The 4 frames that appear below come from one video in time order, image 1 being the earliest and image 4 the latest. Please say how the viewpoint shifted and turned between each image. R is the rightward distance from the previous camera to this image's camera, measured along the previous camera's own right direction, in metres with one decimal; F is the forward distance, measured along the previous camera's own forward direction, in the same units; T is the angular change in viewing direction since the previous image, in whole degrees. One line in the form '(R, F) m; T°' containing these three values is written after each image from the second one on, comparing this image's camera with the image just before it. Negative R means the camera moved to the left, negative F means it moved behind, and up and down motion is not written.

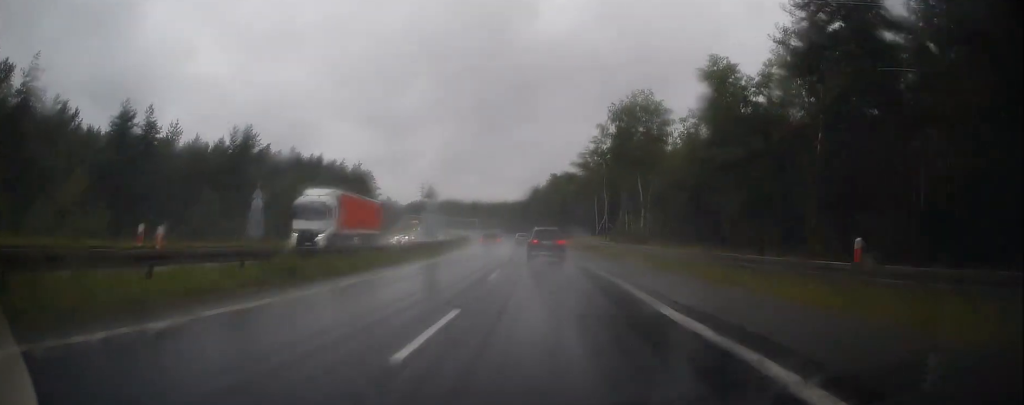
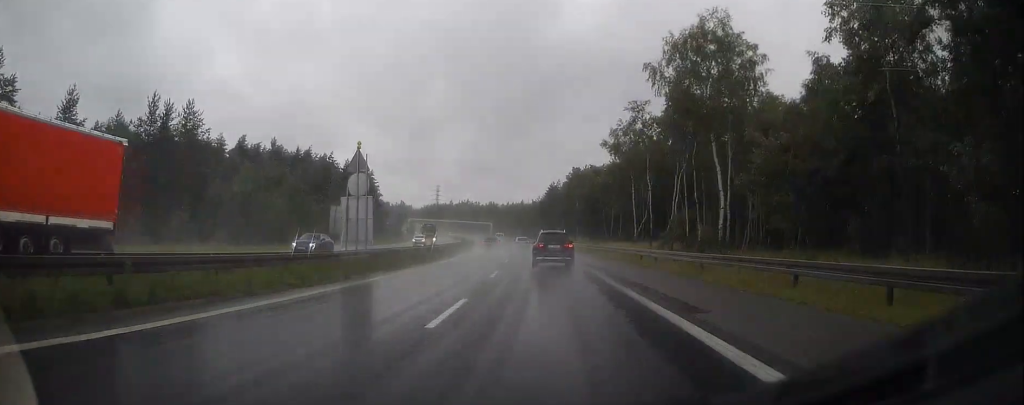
(-0.5, +21.7) m; -2°
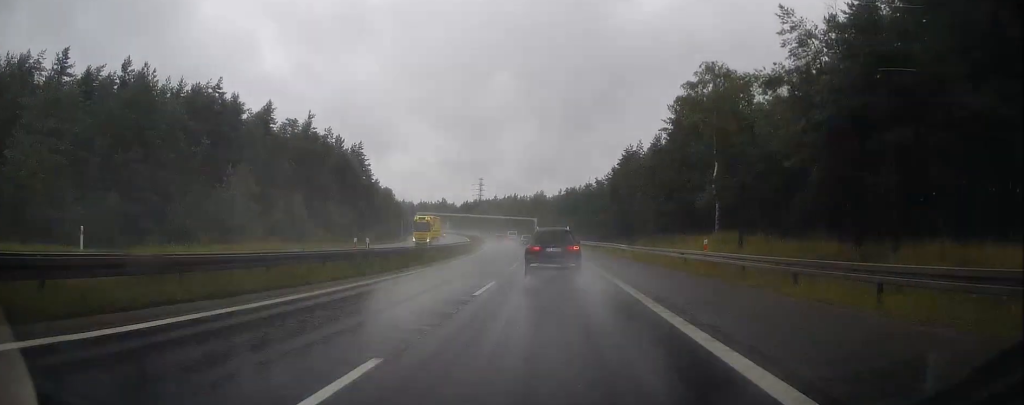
(-3.1, +67.0) m; -5°
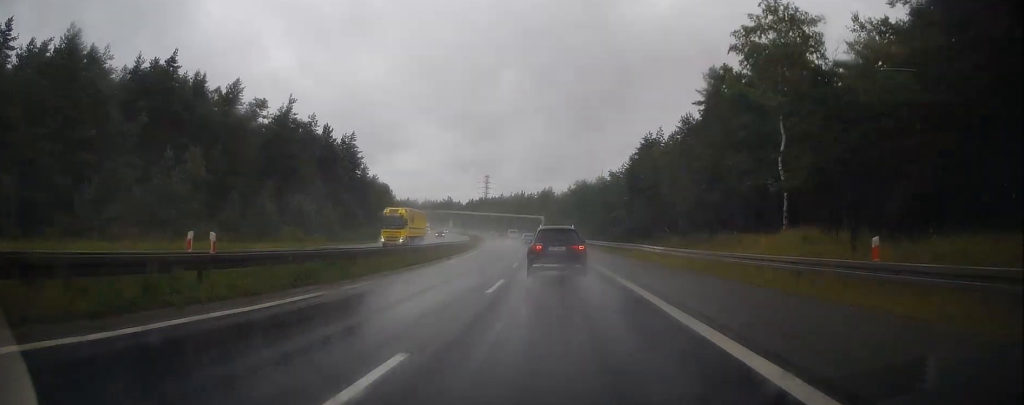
(-0.1, +11.6) m; -1°
